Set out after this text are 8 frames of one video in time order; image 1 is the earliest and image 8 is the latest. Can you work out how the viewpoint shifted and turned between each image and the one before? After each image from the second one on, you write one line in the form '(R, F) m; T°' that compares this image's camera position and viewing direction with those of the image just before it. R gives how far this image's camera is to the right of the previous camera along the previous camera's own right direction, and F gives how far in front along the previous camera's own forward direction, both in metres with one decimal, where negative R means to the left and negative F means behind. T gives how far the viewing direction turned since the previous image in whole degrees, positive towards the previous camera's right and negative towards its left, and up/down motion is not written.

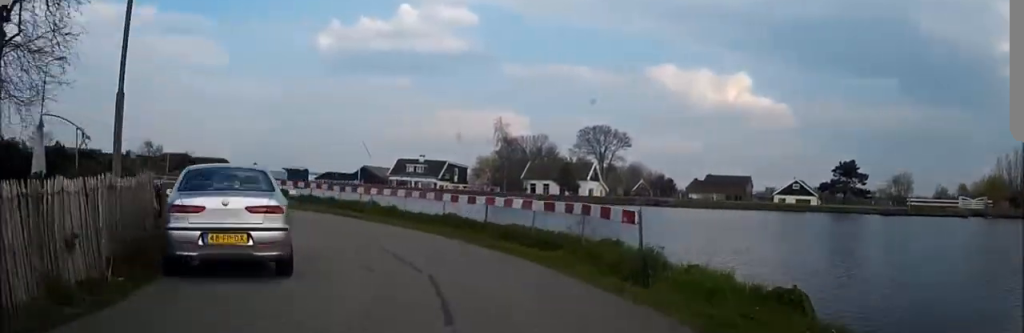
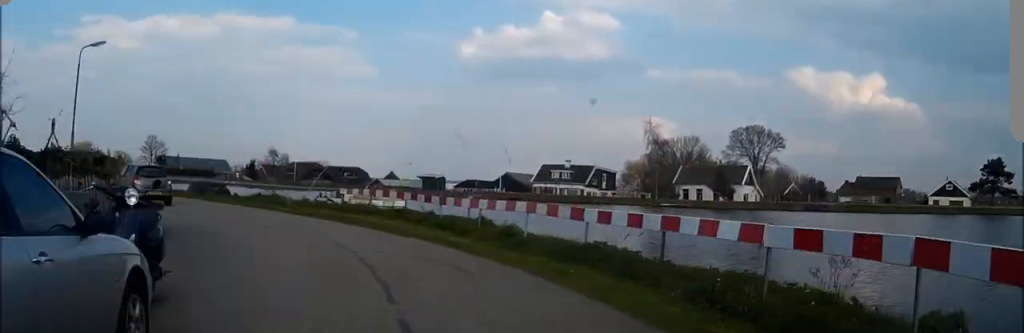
(0.0, +7.4) m; 0°
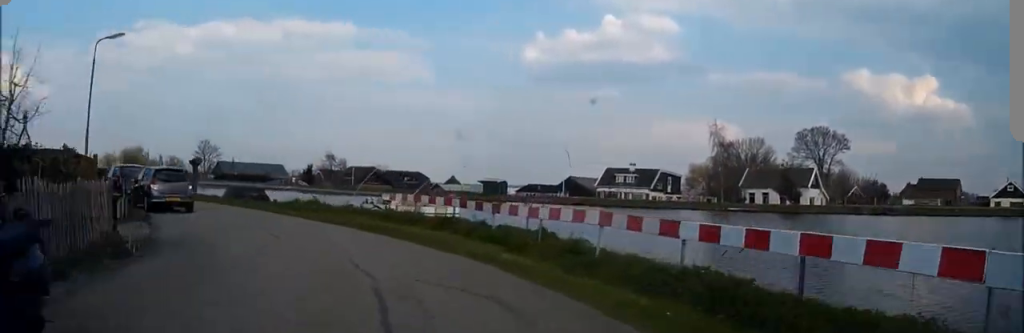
(0.0, +2.8) m; 0°
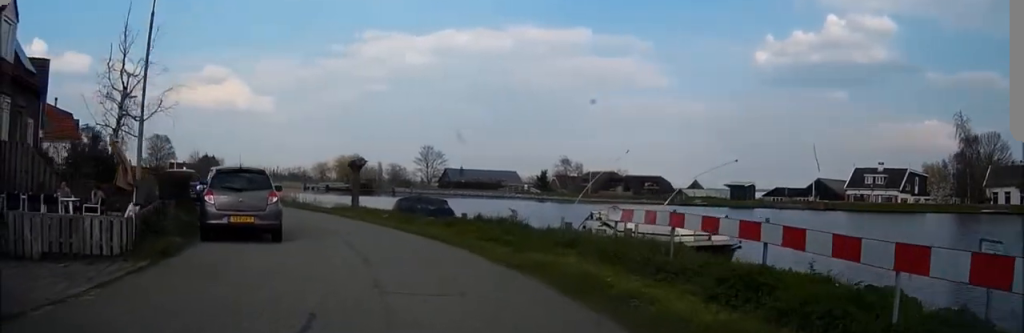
(0.0, +9.0) m; 0°
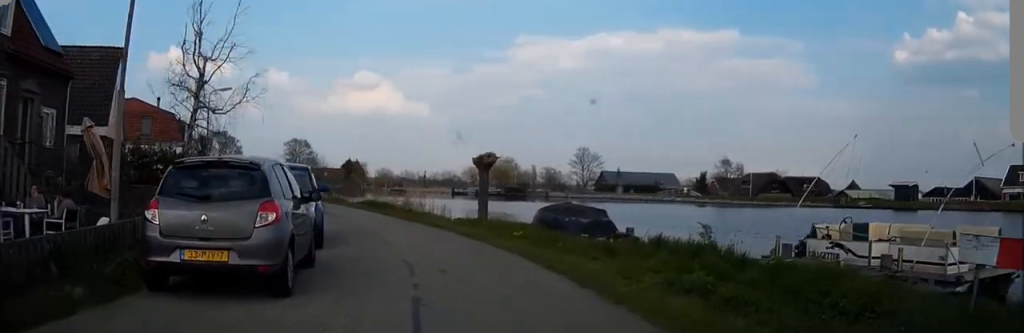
(0.0, +5.9) m; 0°
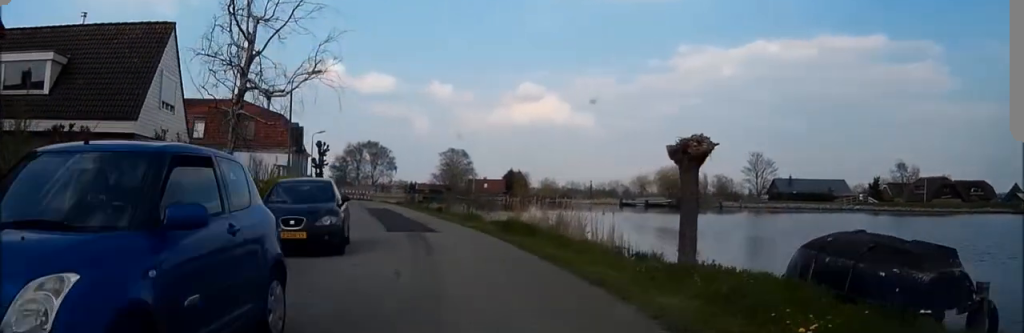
(0.0, +7.7) m; 0°
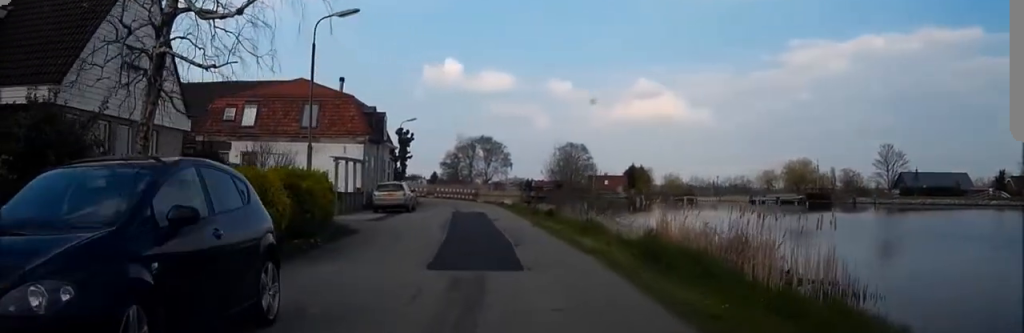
(0.0, +7.0) m; 0°
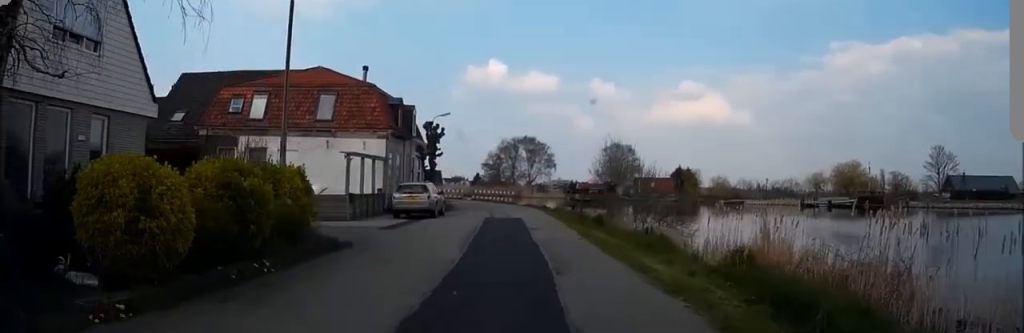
(0.0, +3.1) m; 0°
